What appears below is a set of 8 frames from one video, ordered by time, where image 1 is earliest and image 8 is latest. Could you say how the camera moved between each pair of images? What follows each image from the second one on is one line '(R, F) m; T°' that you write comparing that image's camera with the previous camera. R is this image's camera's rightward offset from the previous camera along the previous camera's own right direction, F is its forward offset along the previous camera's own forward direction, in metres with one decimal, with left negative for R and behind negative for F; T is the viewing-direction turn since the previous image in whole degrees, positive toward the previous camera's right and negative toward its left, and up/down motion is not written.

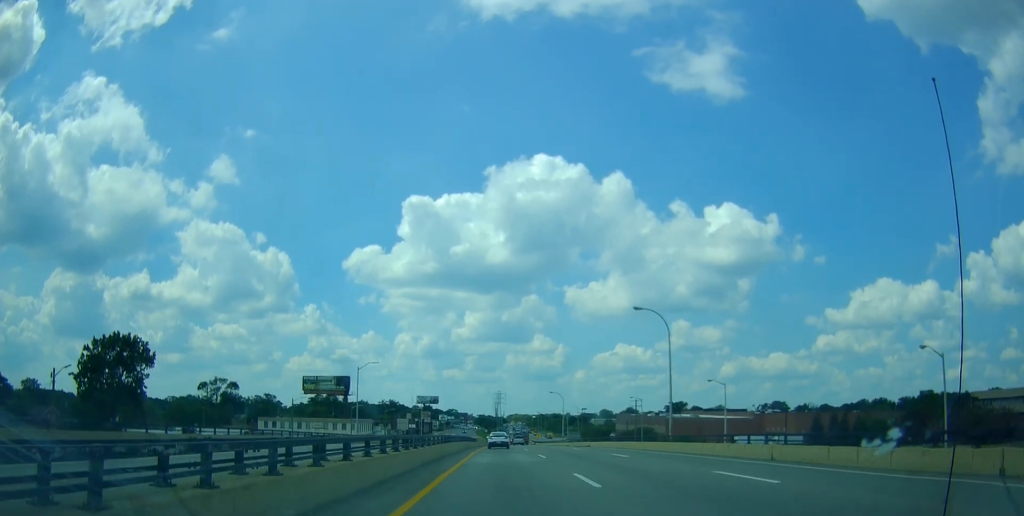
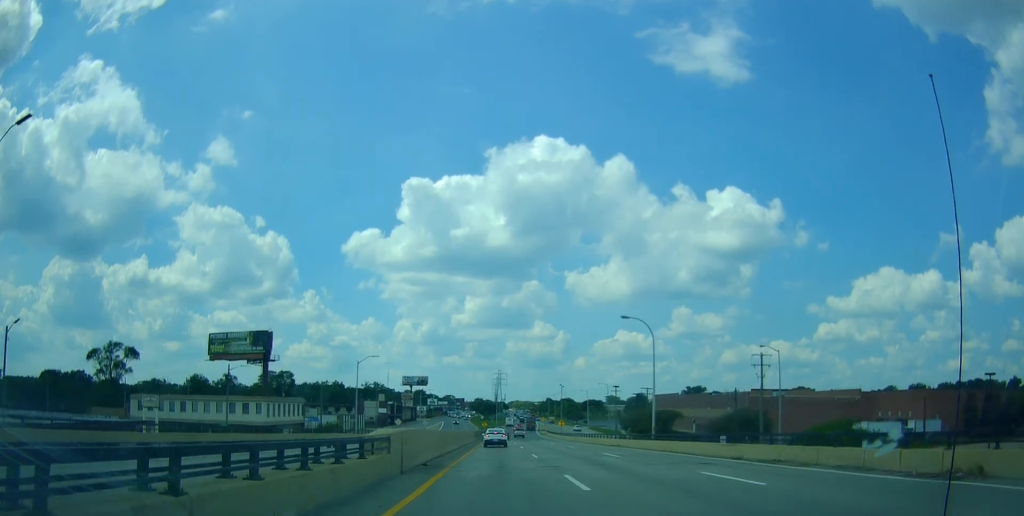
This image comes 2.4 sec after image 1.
(-1.4, +61.5) m; -1°
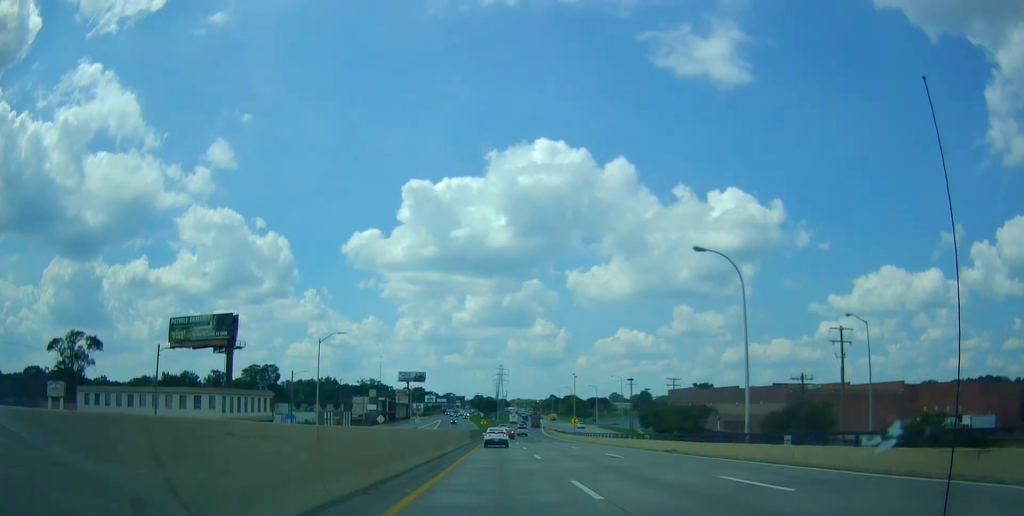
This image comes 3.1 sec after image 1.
(+0.4, +16.3) m; 0°
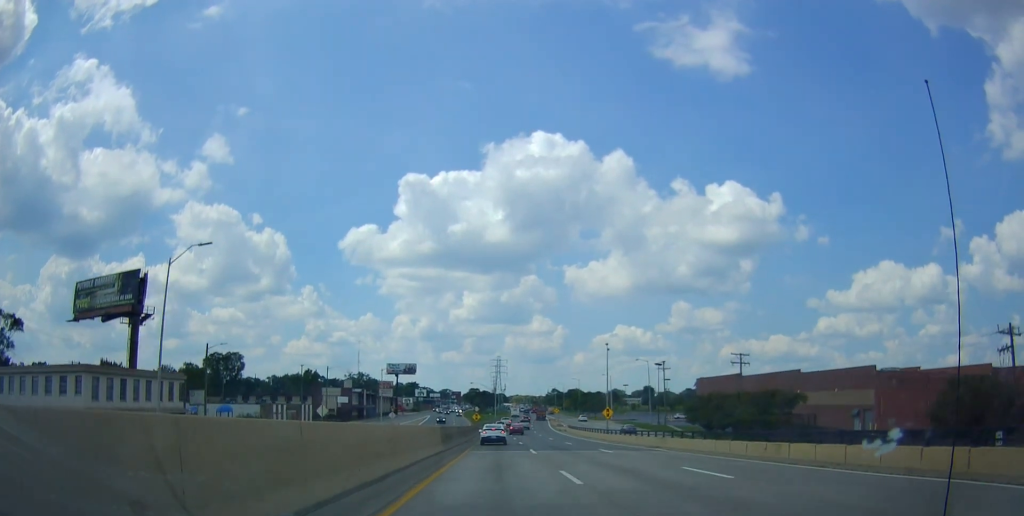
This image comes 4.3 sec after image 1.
(-0.3, +28.6) m; -1°
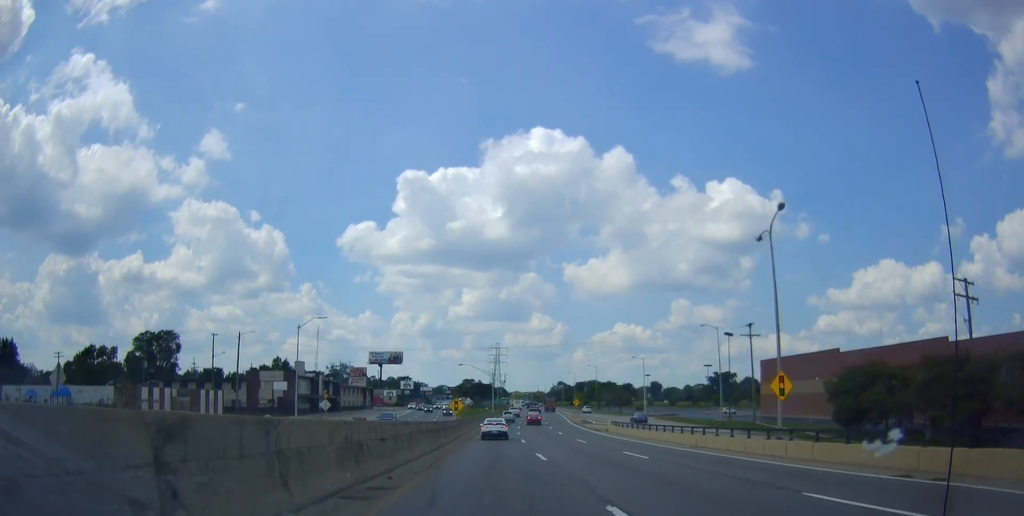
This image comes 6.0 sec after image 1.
(+0.4, +40.6) m; +2°
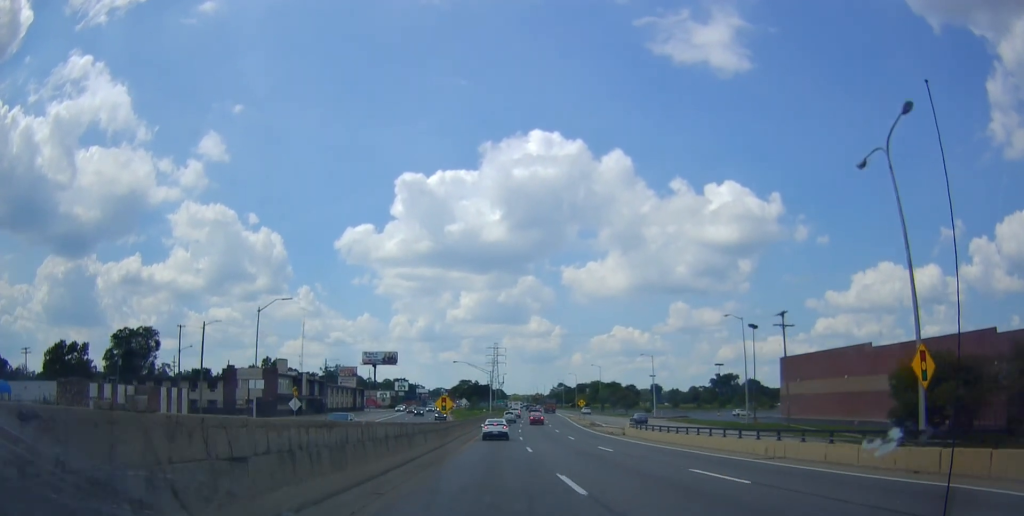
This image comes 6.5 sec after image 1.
(+0.1, +10.0) m; 0°
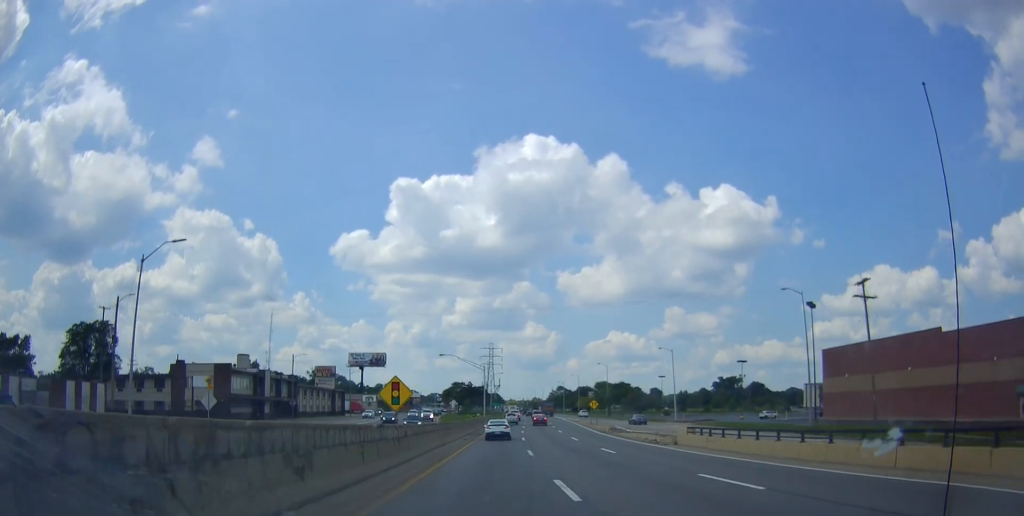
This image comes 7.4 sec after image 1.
(0.0, +17.3) m; -1°
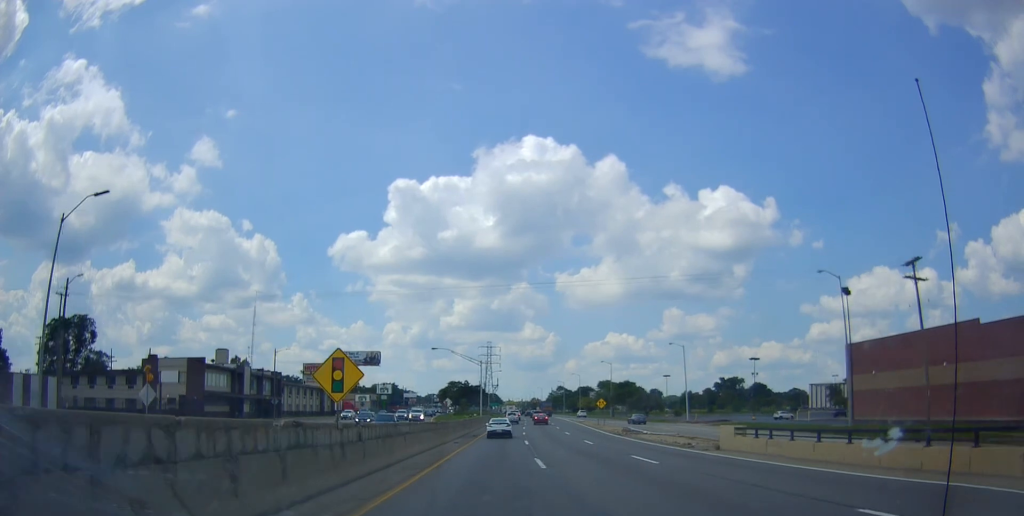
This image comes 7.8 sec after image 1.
(-0.2, +7.5) m; -1°
